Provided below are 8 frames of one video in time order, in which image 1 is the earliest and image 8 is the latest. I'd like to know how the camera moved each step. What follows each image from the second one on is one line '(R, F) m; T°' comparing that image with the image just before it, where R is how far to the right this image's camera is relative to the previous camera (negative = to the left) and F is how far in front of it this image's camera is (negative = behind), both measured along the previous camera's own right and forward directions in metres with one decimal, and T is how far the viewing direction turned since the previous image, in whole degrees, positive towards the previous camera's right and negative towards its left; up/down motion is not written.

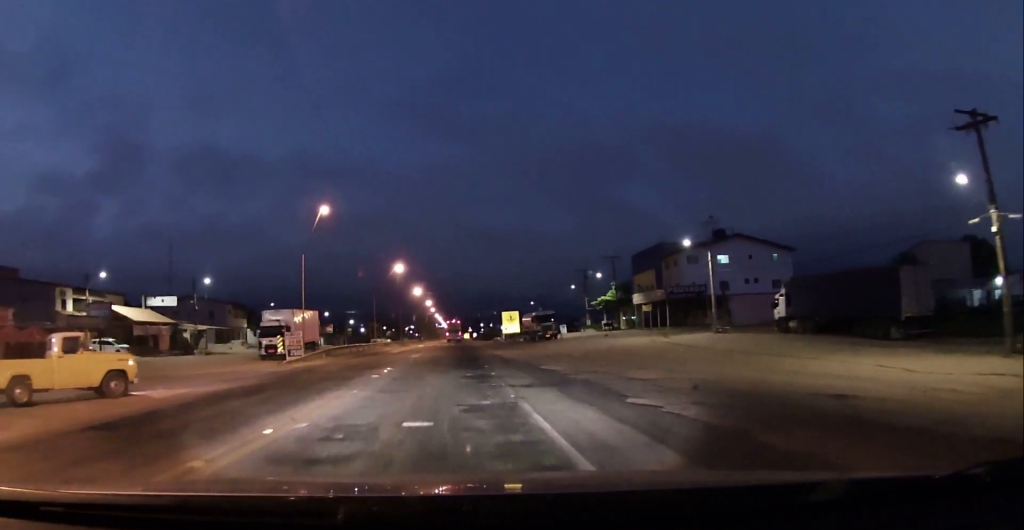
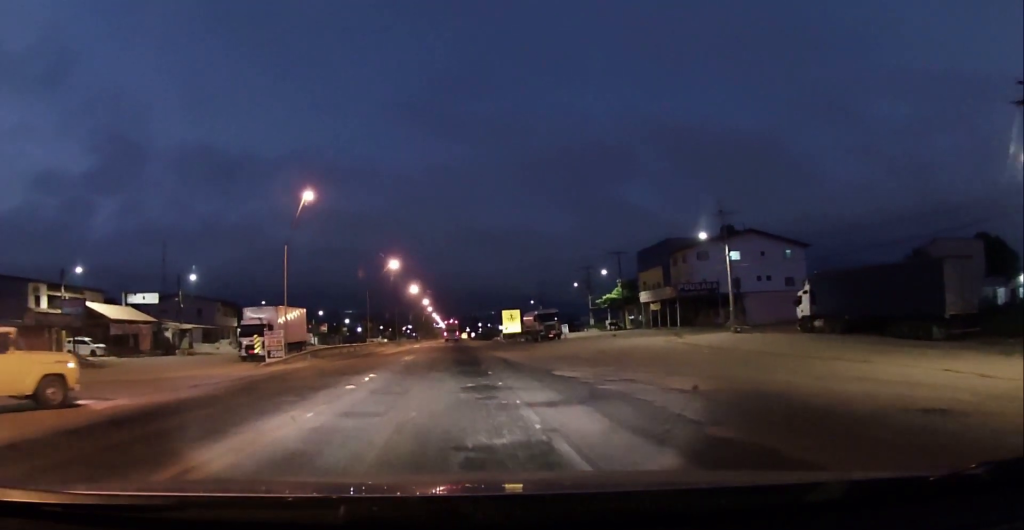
(-0.1, +3.5) m; 0°
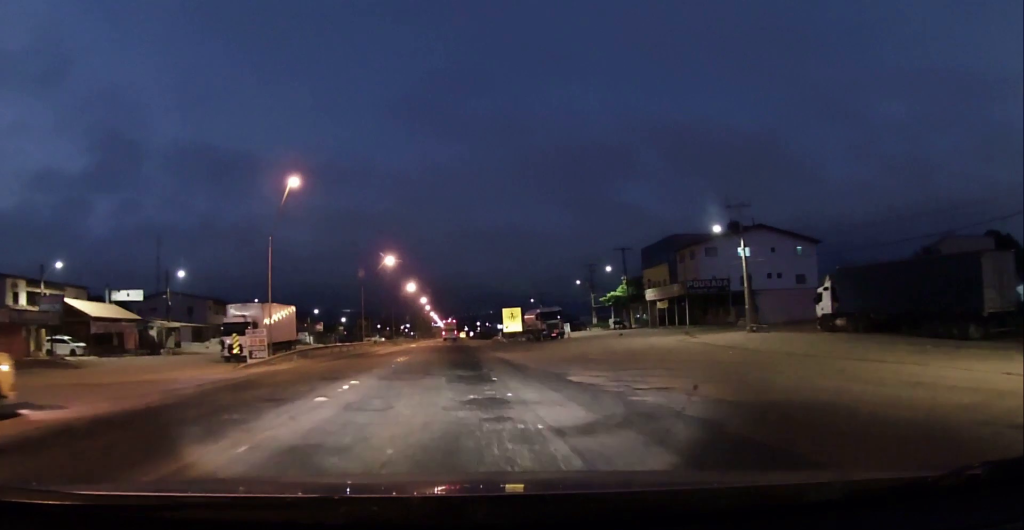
(-0.2, +2.6) m; 0°
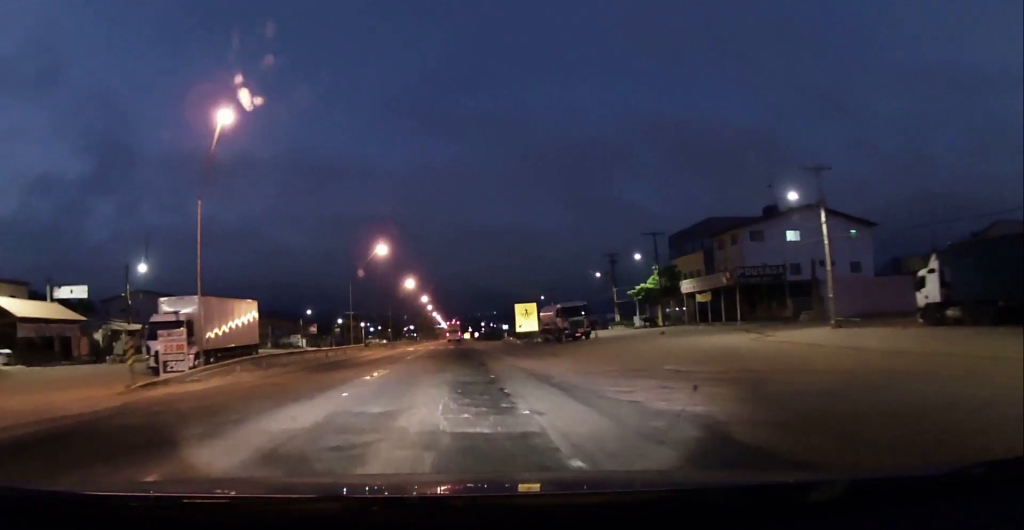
(+0.3, +9.9) m; -1°
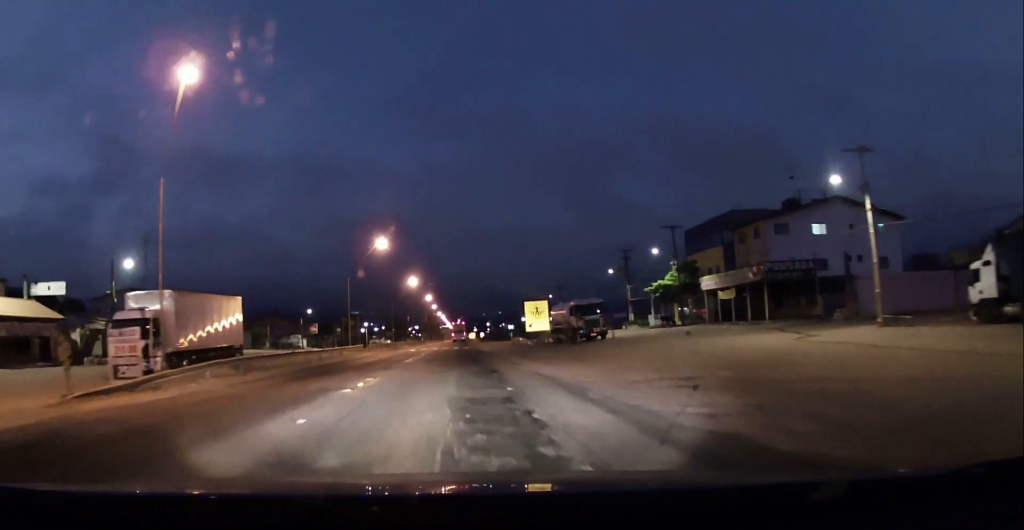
(-0.2, +3.9) m; -2°
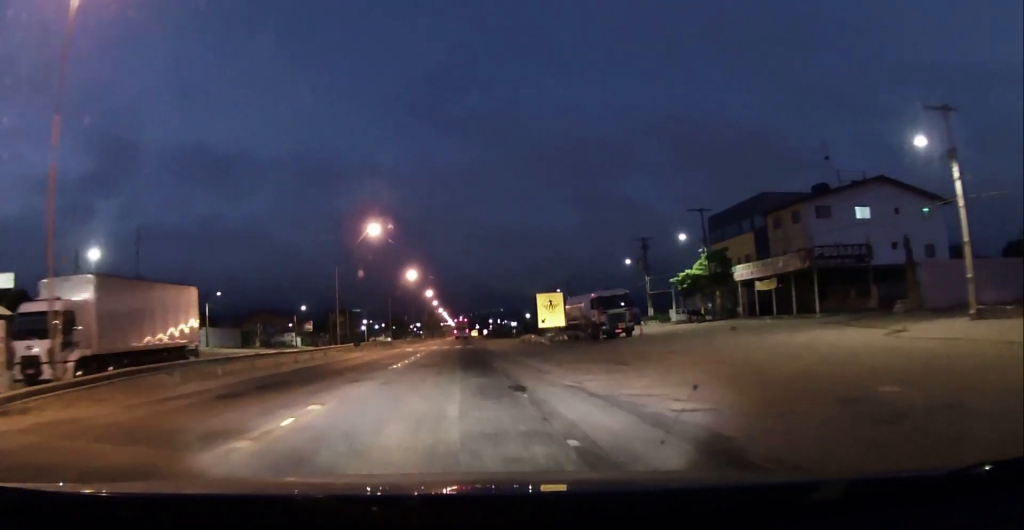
(-0.2, +6.6) m; -2°
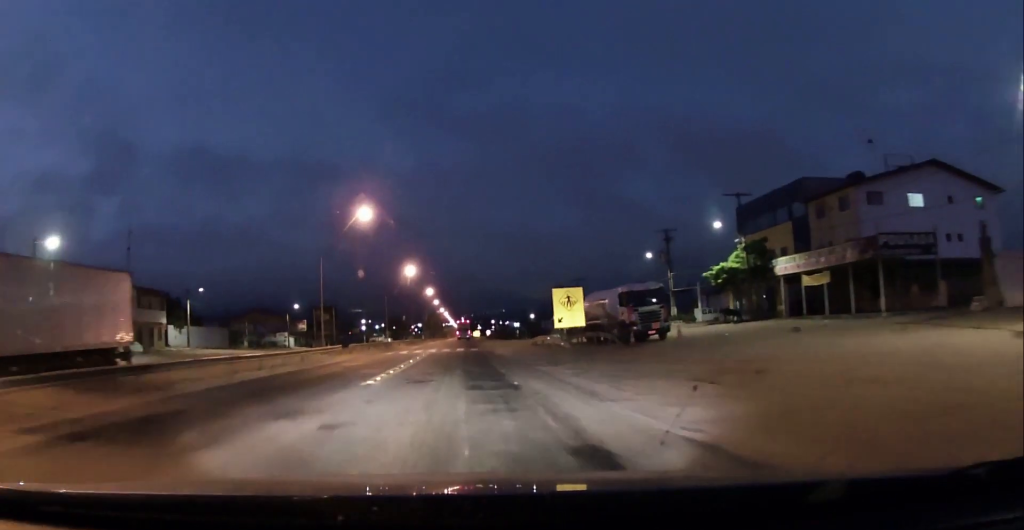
(-0.1, +6.8) m; 0°
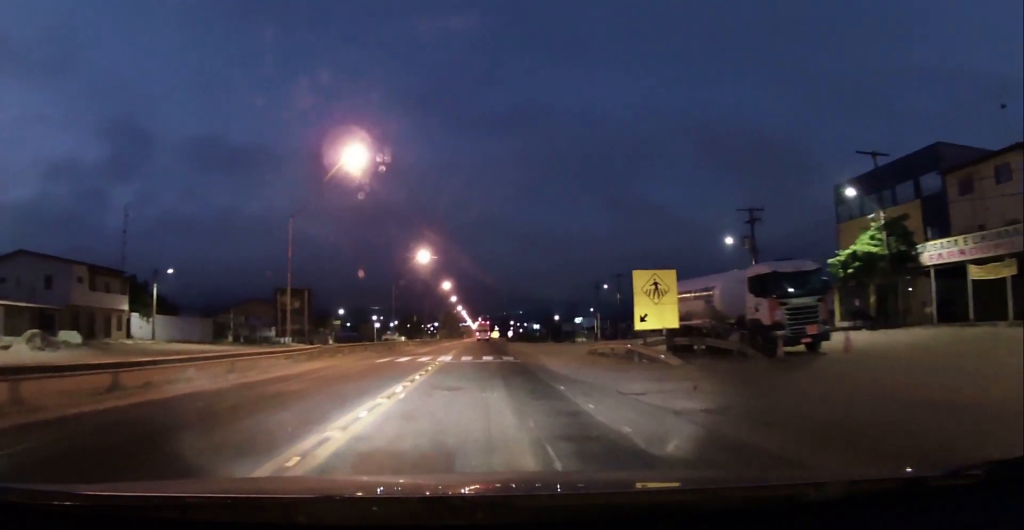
(+0.3, +14.6) m; +2°
